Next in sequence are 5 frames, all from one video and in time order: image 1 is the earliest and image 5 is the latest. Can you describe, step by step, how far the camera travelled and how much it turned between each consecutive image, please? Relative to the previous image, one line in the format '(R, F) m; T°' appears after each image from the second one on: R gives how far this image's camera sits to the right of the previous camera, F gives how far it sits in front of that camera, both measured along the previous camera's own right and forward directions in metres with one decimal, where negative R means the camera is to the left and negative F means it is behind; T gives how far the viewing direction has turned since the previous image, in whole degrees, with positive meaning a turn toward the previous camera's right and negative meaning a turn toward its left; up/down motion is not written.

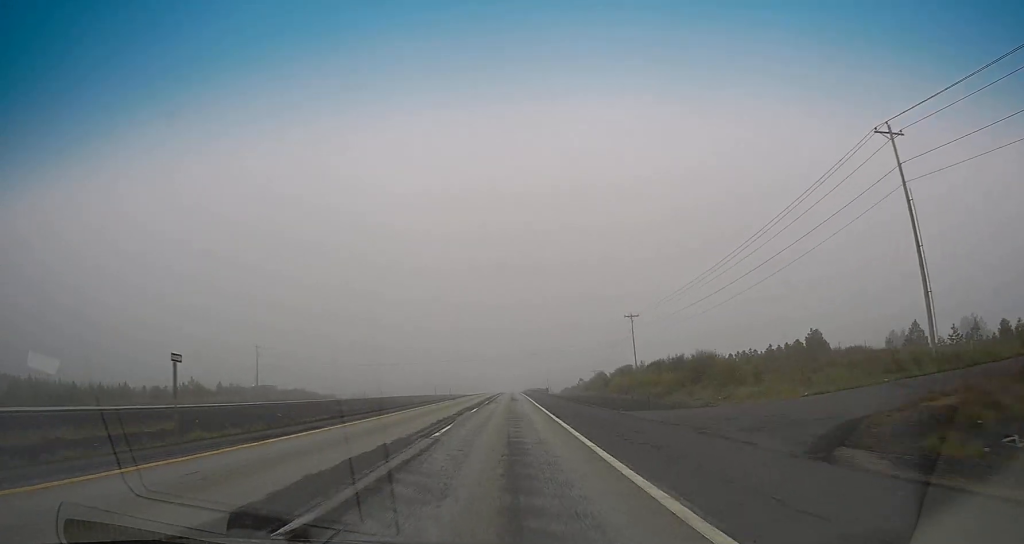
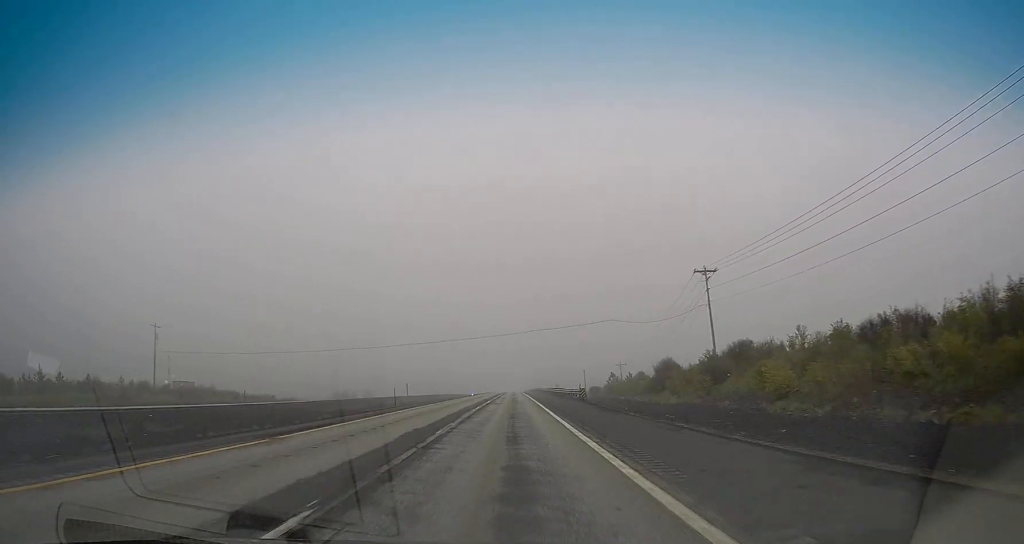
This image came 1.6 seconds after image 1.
(-0.3, +46.0) m; 0°
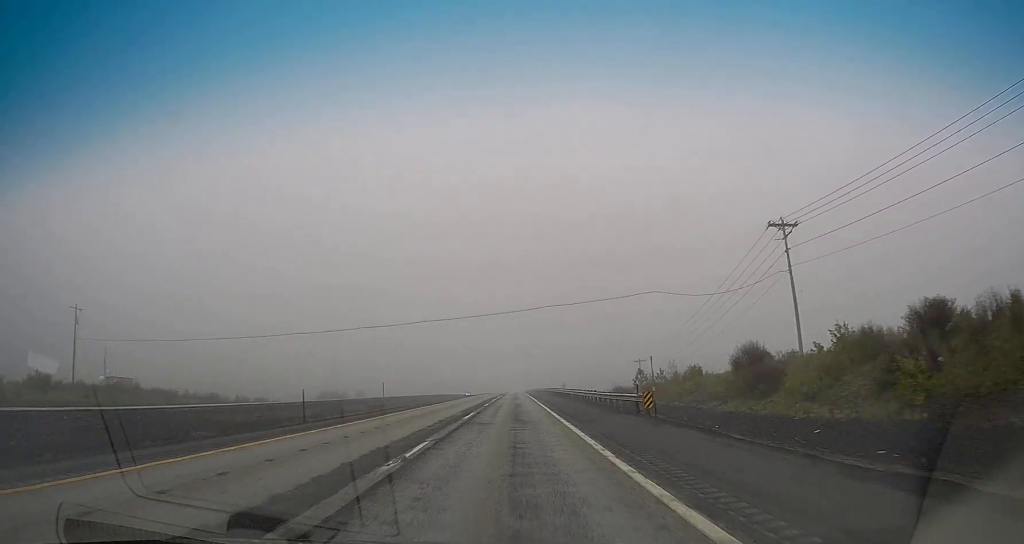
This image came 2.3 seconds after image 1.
(-0.1, +22.5) m; 0°
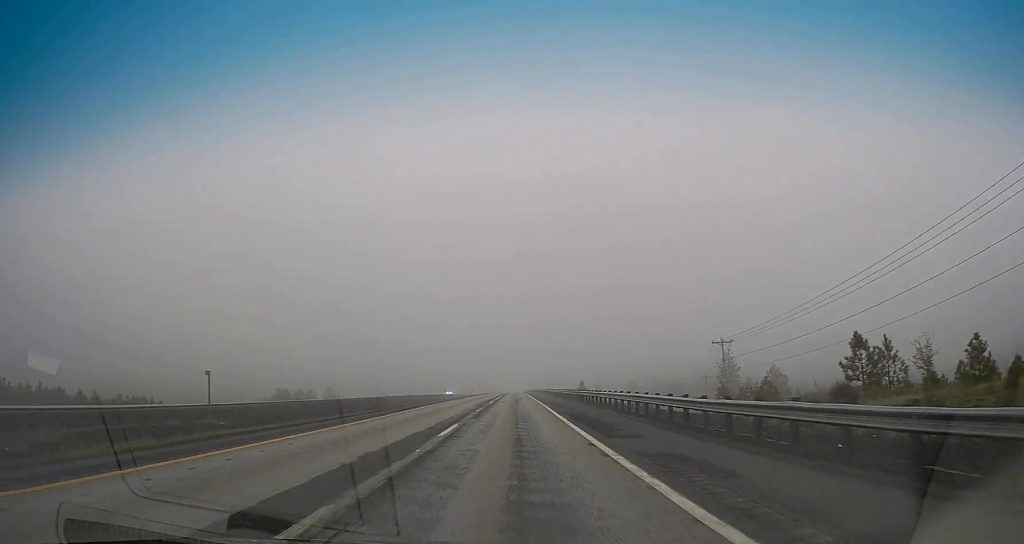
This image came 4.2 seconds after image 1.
(+0.1, +55.7) m; -1°
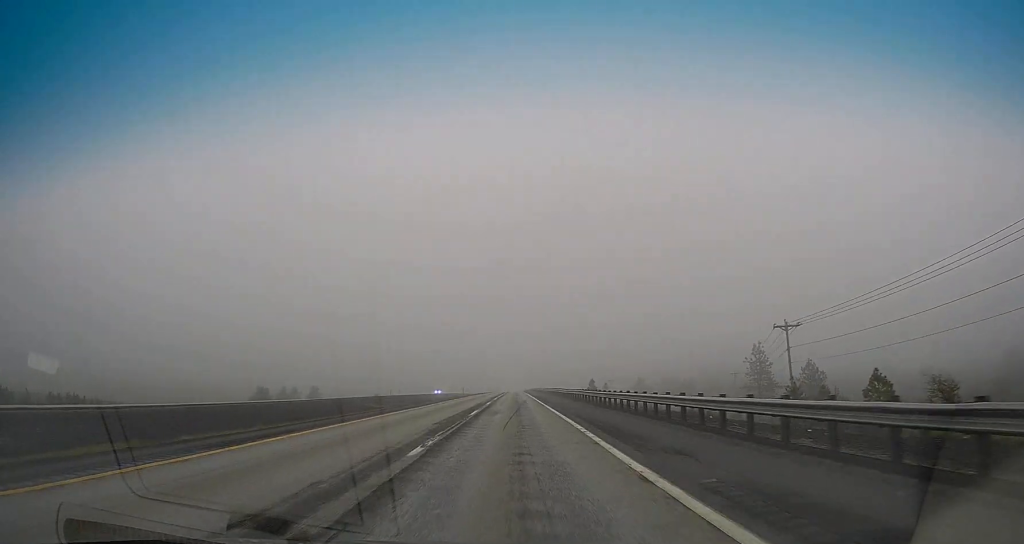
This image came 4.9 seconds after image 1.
(0.0, +20.6) m; 0°
